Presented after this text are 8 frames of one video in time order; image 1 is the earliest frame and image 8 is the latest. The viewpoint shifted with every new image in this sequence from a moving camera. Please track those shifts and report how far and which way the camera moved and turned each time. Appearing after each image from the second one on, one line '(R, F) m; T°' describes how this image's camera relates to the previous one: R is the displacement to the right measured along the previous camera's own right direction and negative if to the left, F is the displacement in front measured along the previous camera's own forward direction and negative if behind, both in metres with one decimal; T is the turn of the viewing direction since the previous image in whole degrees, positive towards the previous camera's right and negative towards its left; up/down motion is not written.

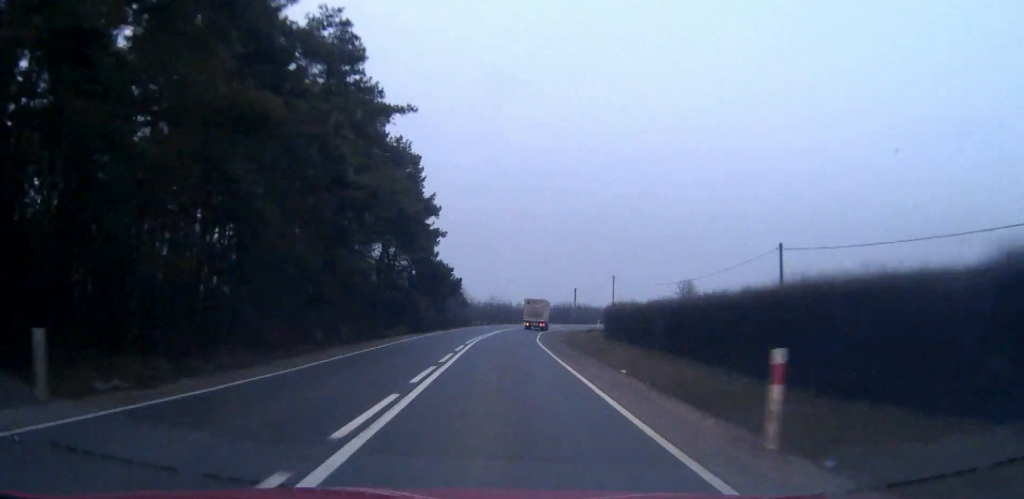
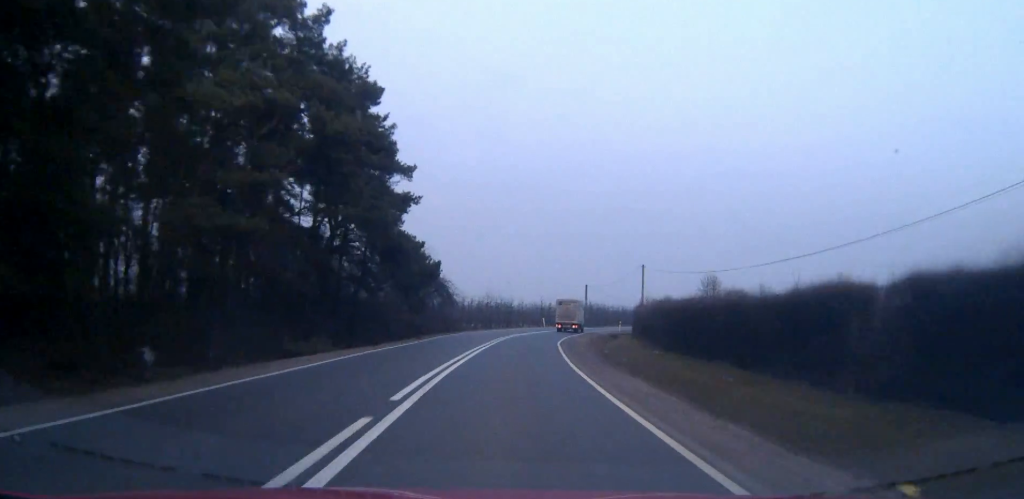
(0.0, +20.6) m; 0°
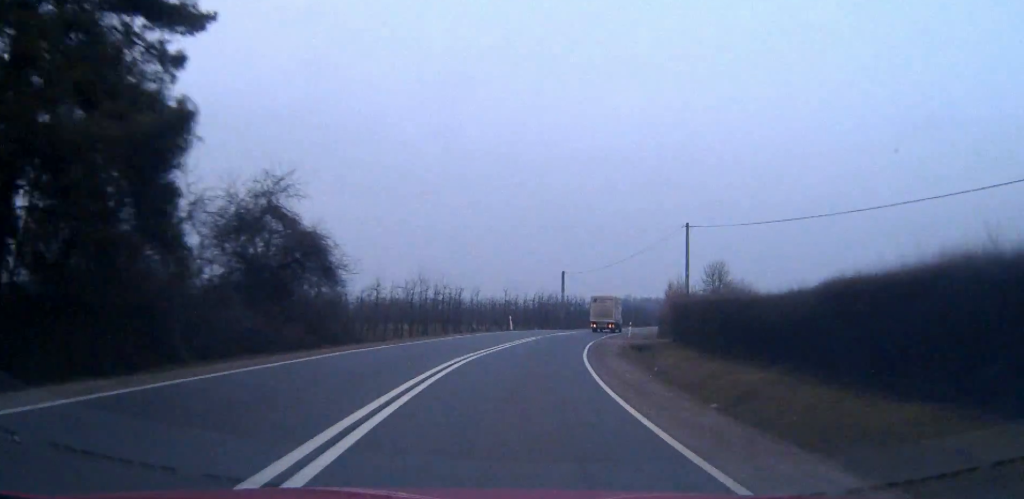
(+0.3, +31.2) m; +2°
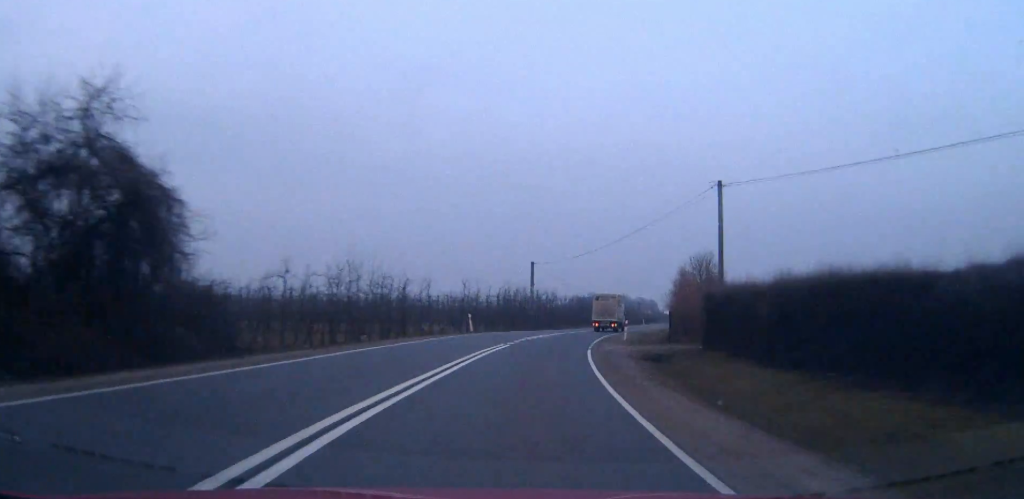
(+0.2, +12.9) m; +2°
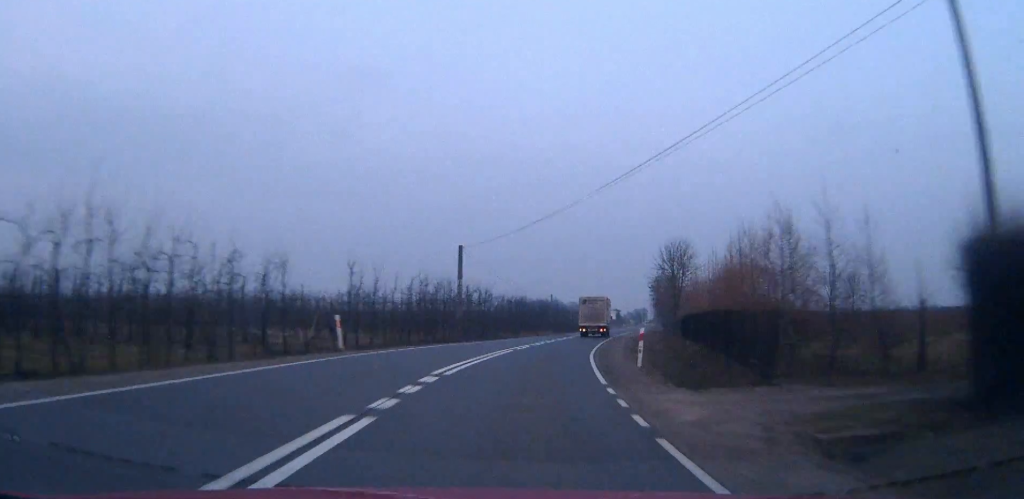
(+0.7, +20.7) m; +5°
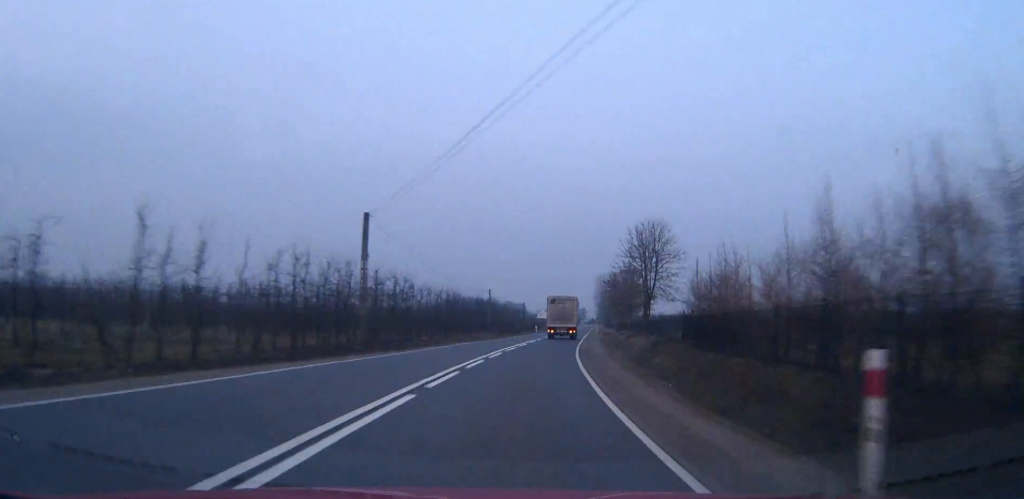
(+0.7, +16.4) m; +5°
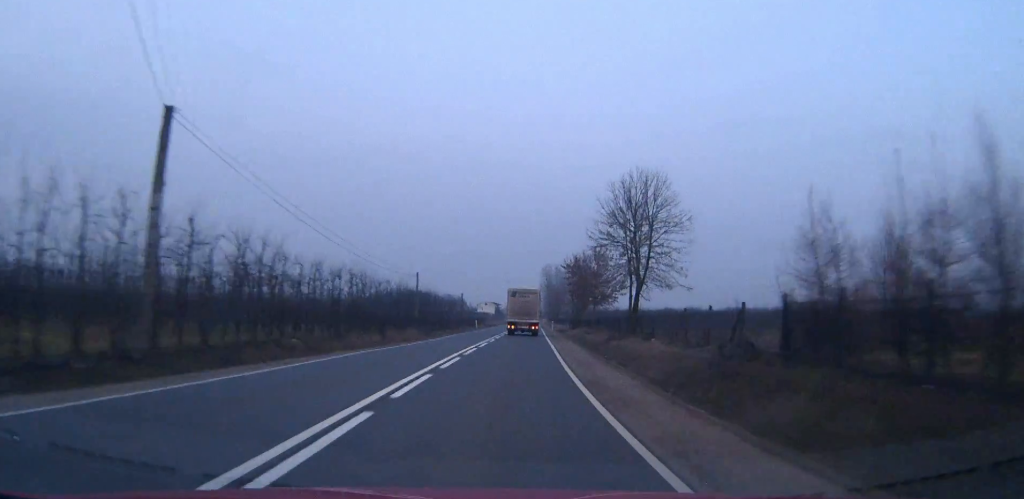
(+0.9, +19.4) m; +4°
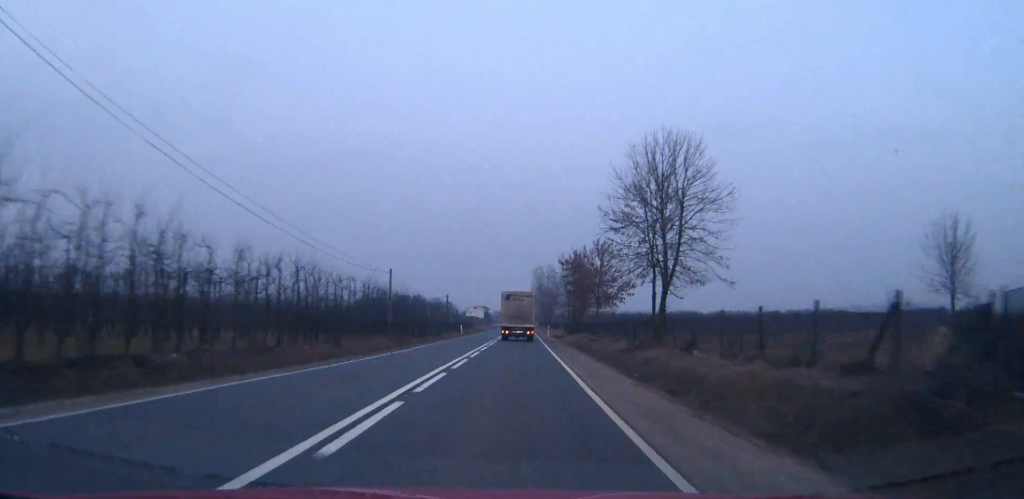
(+0.2, +10.2) m; +2°
